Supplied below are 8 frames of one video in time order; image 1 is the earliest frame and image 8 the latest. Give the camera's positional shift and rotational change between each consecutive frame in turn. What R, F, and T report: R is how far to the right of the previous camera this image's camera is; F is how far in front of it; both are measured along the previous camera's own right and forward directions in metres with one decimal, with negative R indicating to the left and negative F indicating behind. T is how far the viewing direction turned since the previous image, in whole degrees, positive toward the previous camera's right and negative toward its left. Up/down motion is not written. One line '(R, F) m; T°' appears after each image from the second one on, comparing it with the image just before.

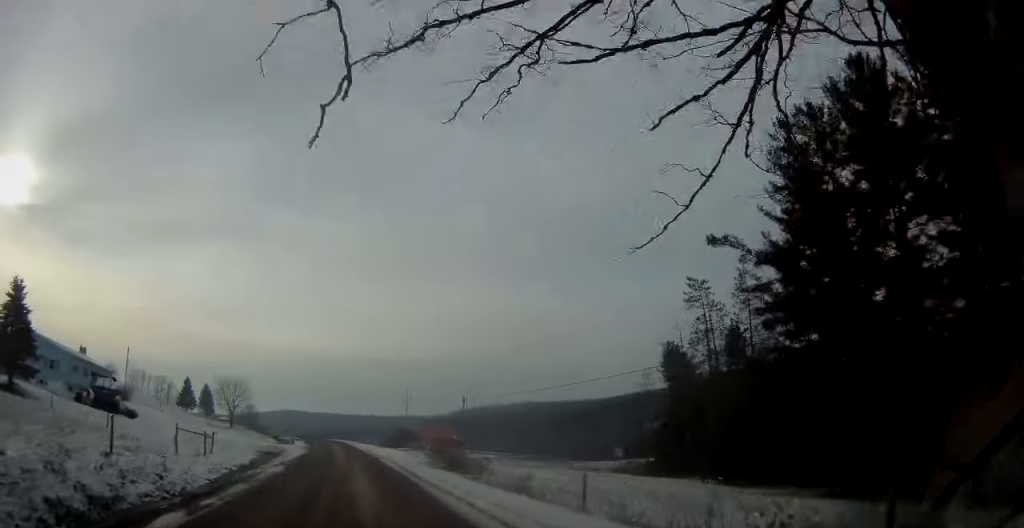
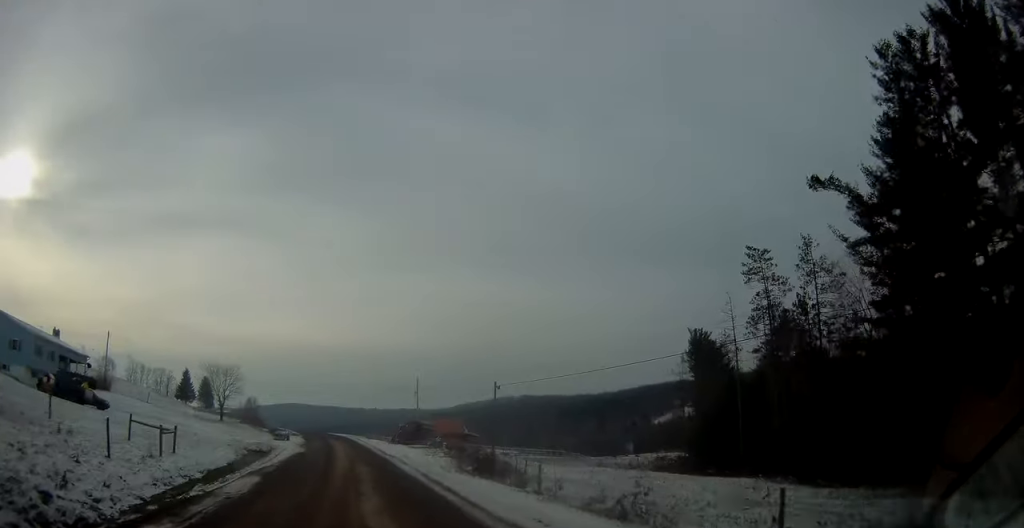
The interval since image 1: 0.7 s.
(-0.1, +9.1) m; 0°
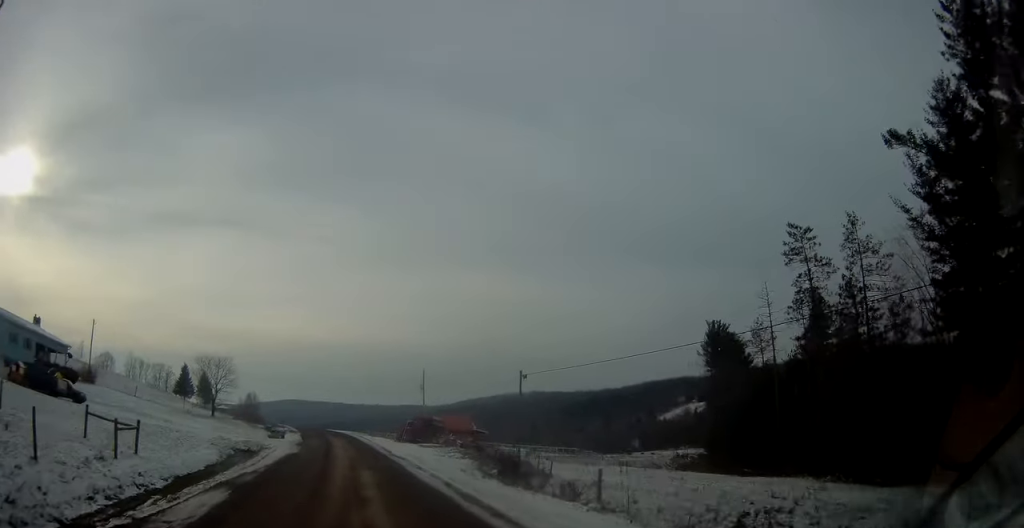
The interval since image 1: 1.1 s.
(0.0, +5.5) m; 0°
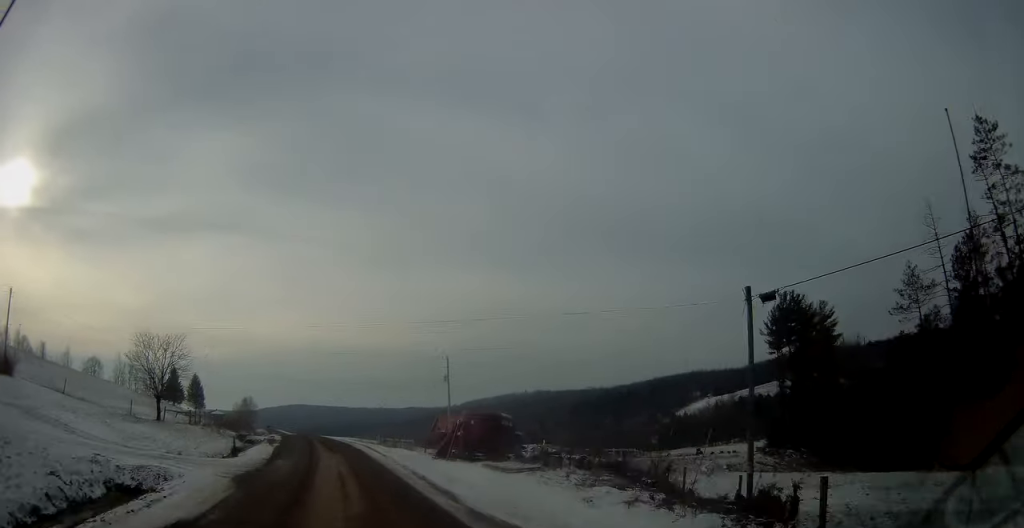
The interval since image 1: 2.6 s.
(0.0, +21.1) m; -1°
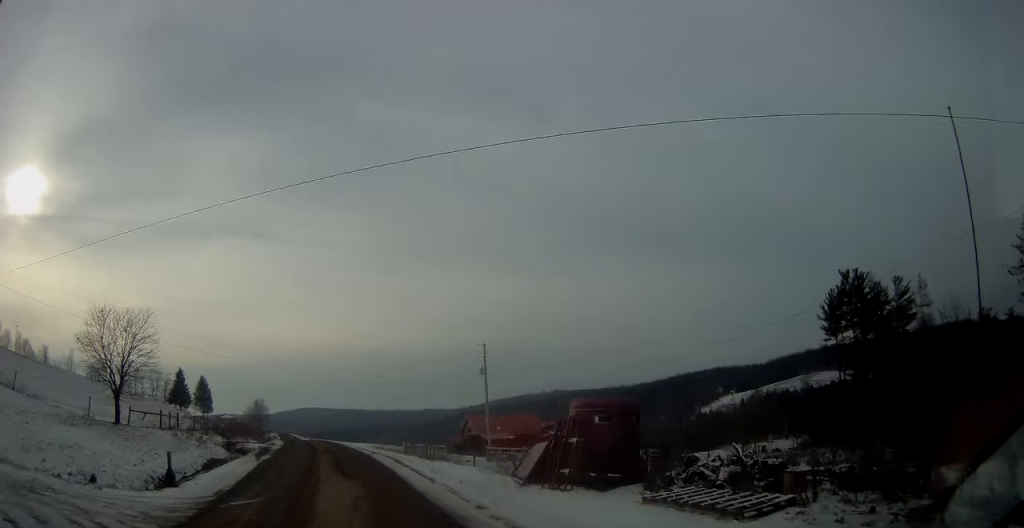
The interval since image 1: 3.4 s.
(-0.1, +12.1) m; -1°
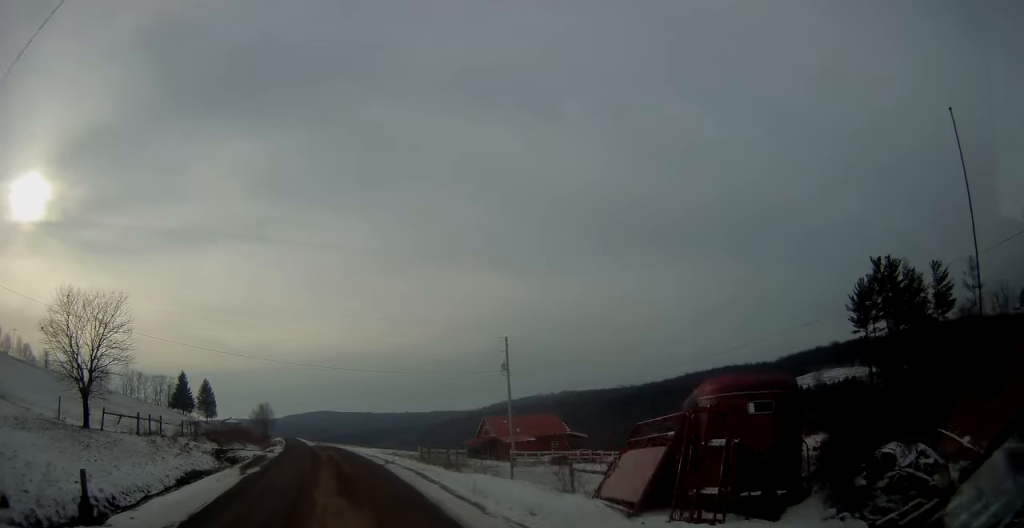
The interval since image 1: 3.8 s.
(-0.1, +5.9) m; -1°
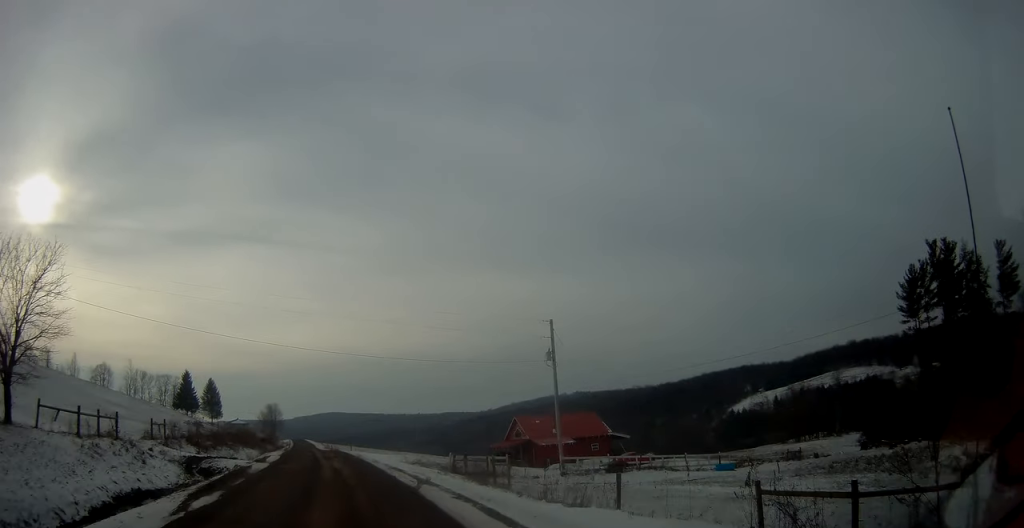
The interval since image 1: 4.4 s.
(-0.1, +9.4) m; -1°
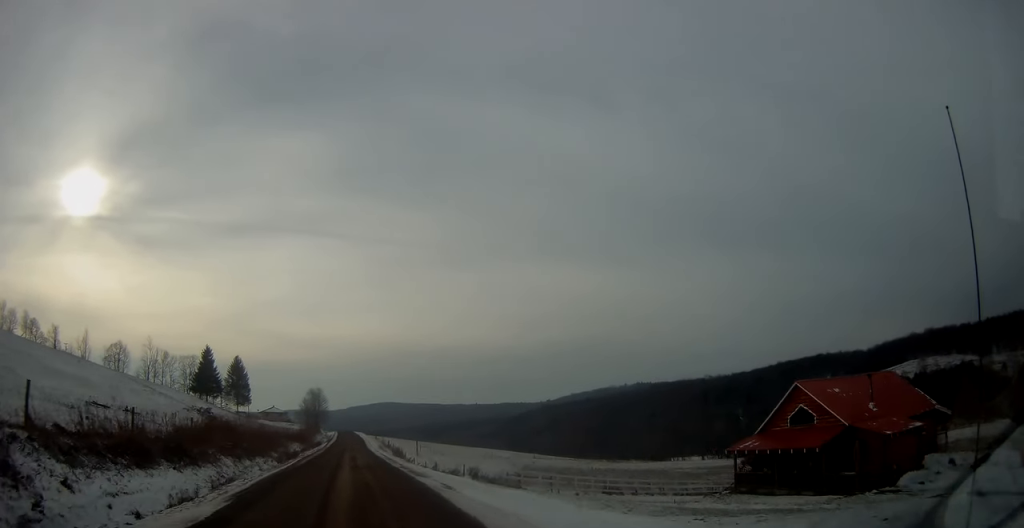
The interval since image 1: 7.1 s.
(-2.1, +39.4) m; -4°
